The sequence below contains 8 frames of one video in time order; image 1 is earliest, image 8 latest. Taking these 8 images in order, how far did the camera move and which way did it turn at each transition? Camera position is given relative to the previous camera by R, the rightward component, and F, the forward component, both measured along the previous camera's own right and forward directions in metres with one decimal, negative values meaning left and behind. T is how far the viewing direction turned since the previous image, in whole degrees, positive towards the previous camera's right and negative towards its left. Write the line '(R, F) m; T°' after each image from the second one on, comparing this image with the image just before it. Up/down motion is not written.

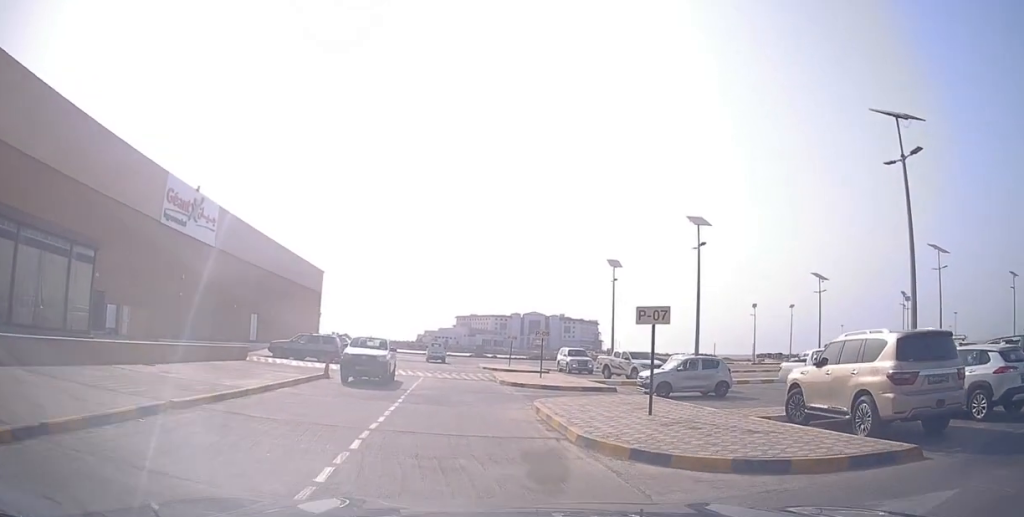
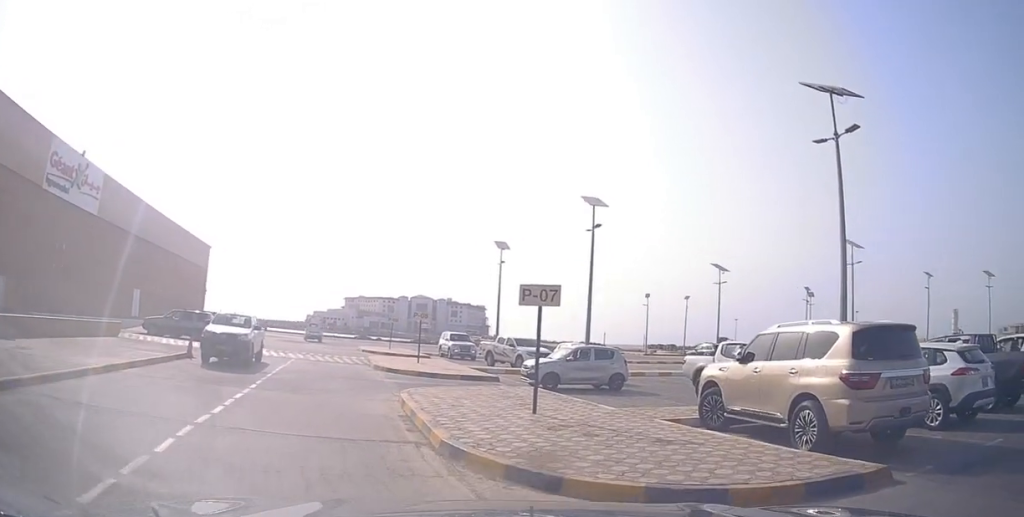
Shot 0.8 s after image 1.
(+0.1, +2.0) m; +13°
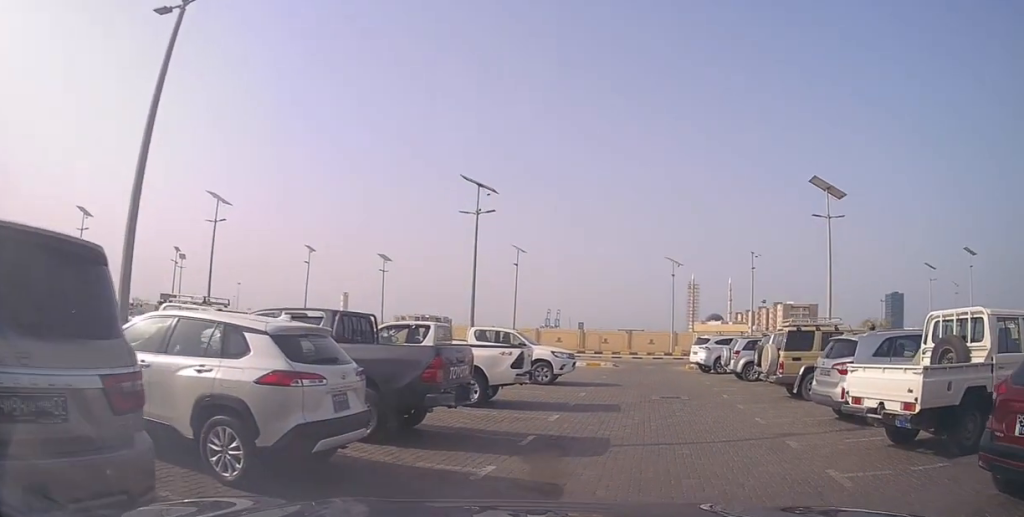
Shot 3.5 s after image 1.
(+2.8, +5.7) m; +44°
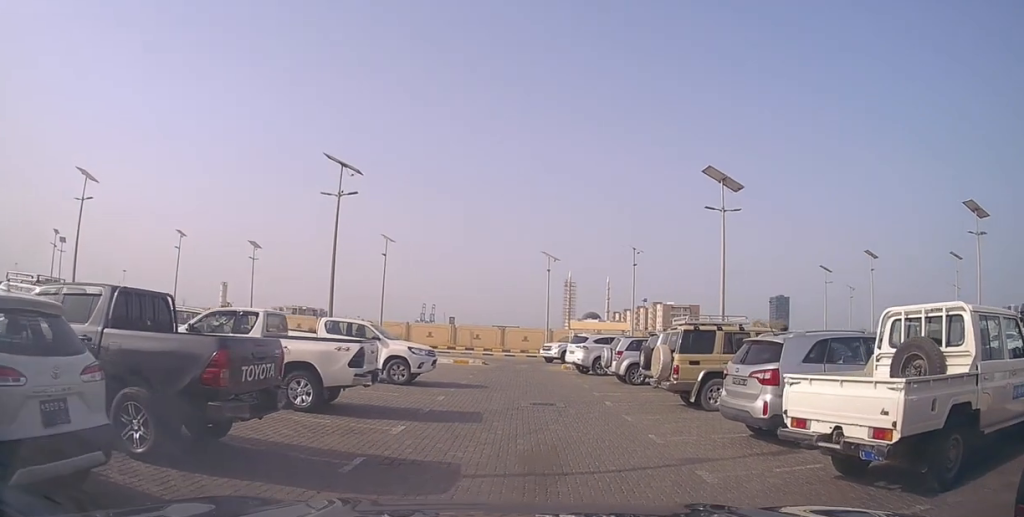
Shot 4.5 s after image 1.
(+0.4, +2.3) m; +20°
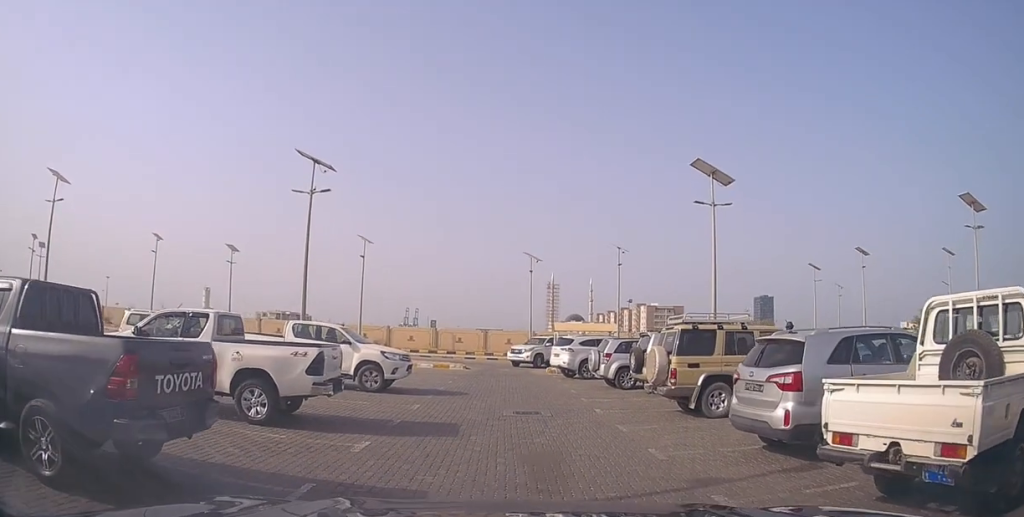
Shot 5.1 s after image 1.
(+0.4, +1.3) m; +1°
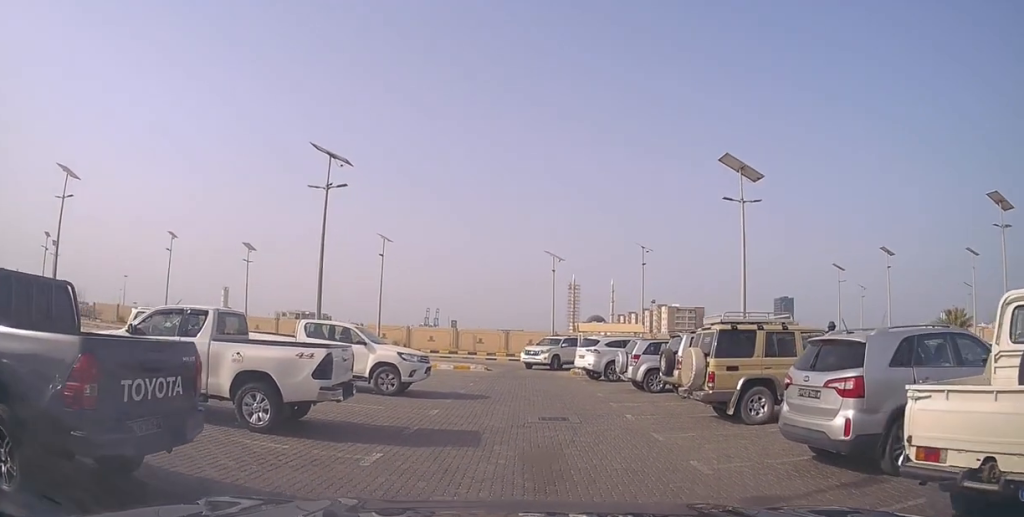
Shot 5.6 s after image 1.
(0.0, +0.9) m; -3°
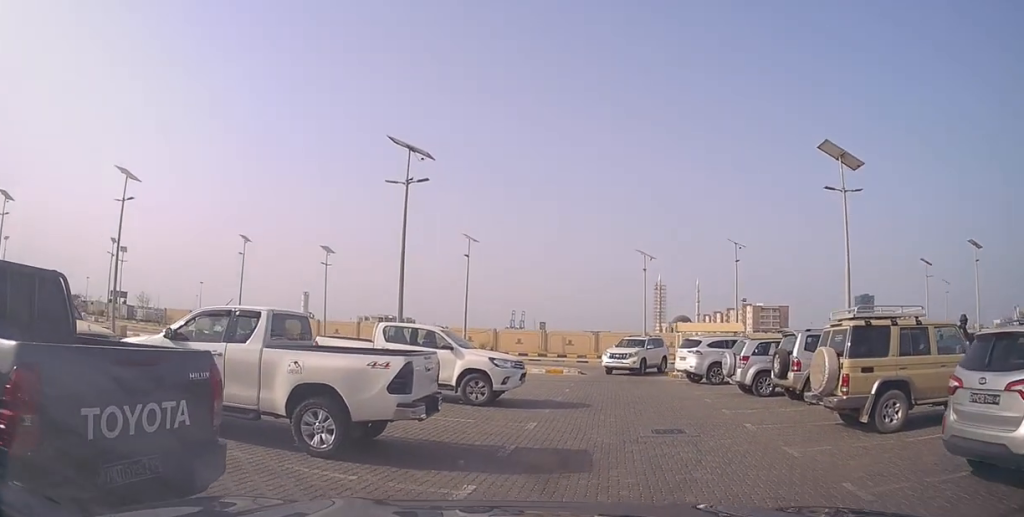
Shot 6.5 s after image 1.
(-0.4, +1.8) m; -12°
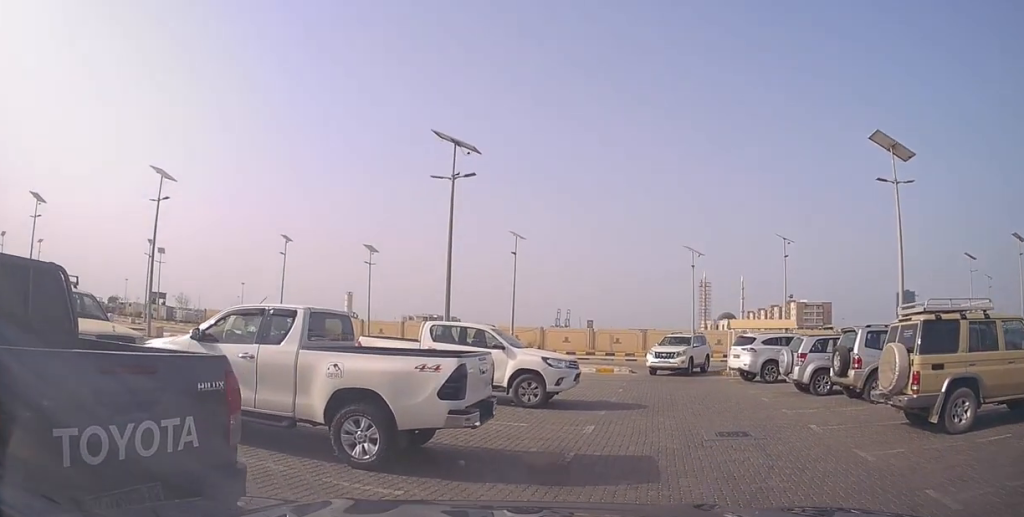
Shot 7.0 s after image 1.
(0.0, +0.7) m; 0°
